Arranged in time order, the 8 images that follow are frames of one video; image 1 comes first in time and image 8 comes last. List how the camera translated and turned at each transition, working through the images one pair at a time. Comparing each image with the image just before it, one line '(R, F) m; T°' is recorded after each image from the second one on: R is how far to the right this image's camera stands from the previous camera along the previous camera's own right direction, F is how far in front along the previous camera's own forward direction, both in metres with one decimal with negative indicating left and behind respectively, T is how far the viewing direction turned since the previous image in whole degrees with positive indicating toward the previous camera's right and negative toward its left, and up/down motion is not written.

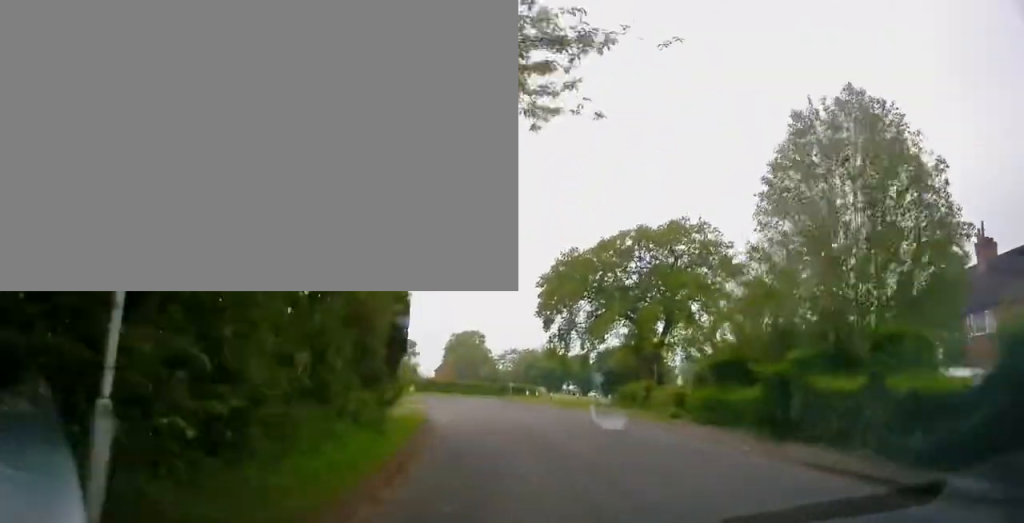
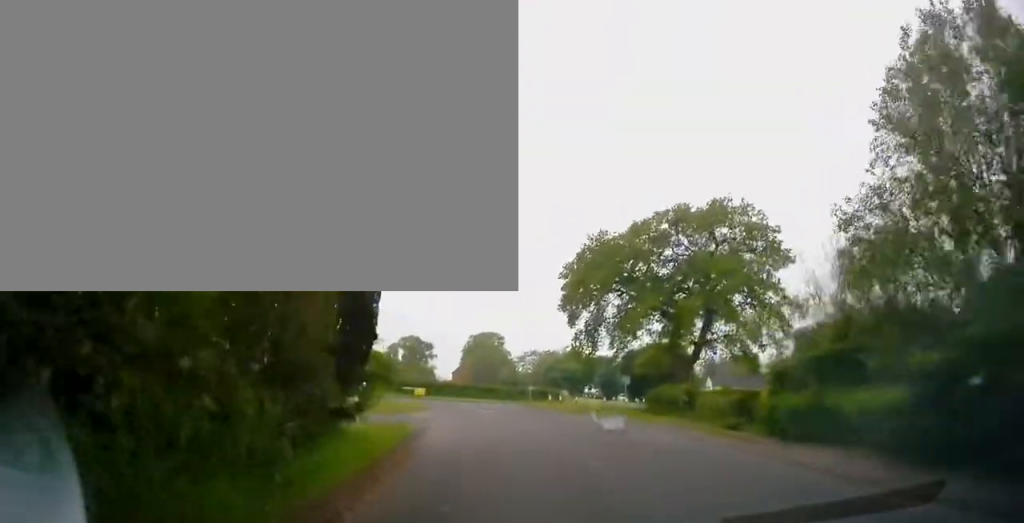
(-0.3, +5.5) m; -3°
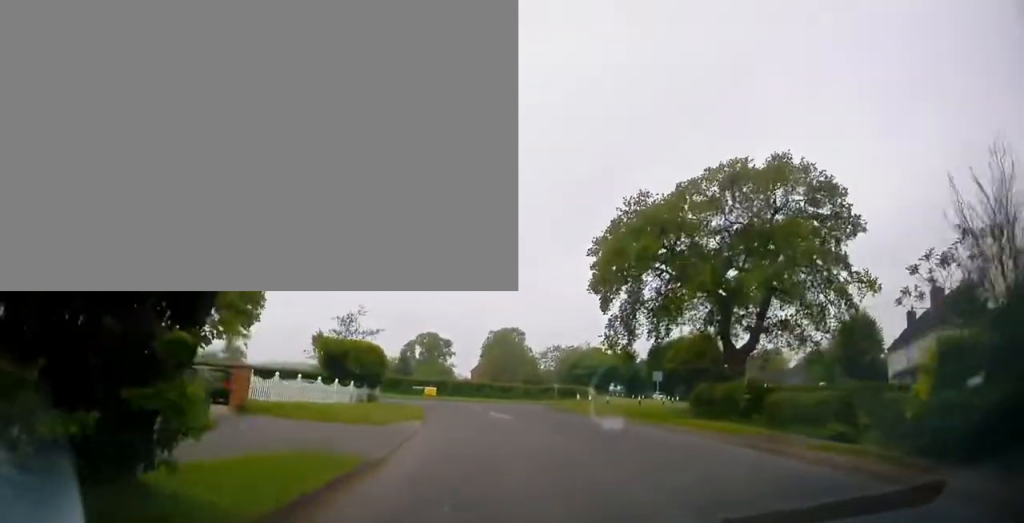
(-0.2, +6.8) m; -3°
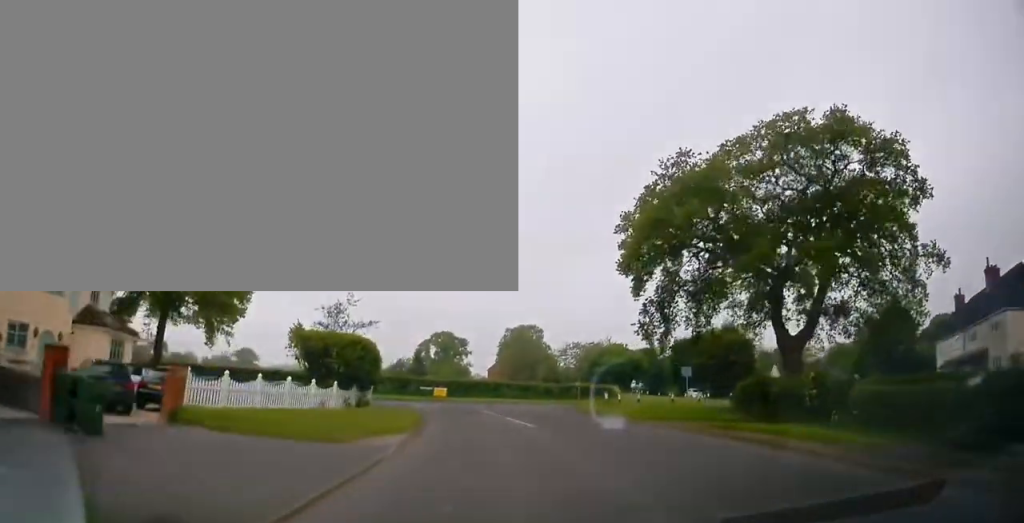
(0.0, +5.4) m; -2°
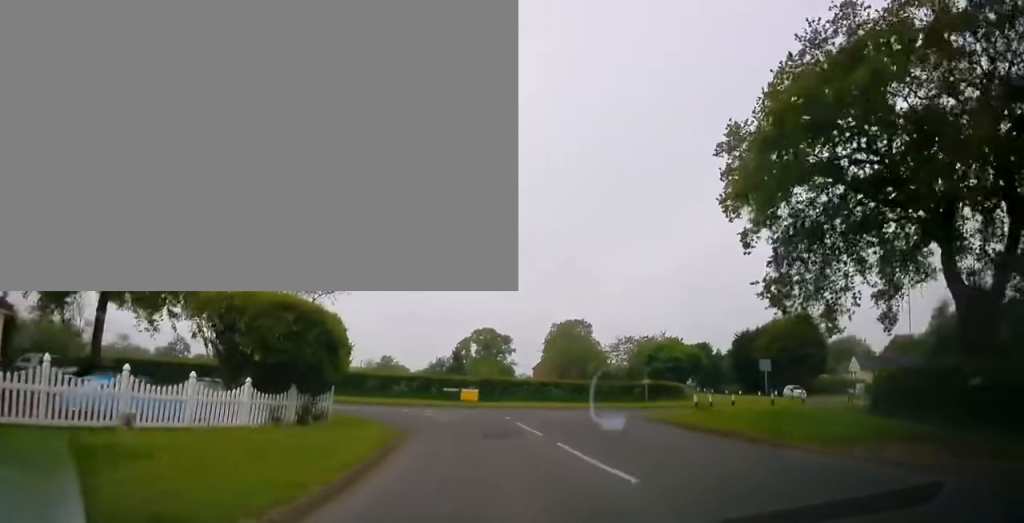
(-0.4, +11.0) m; -3°
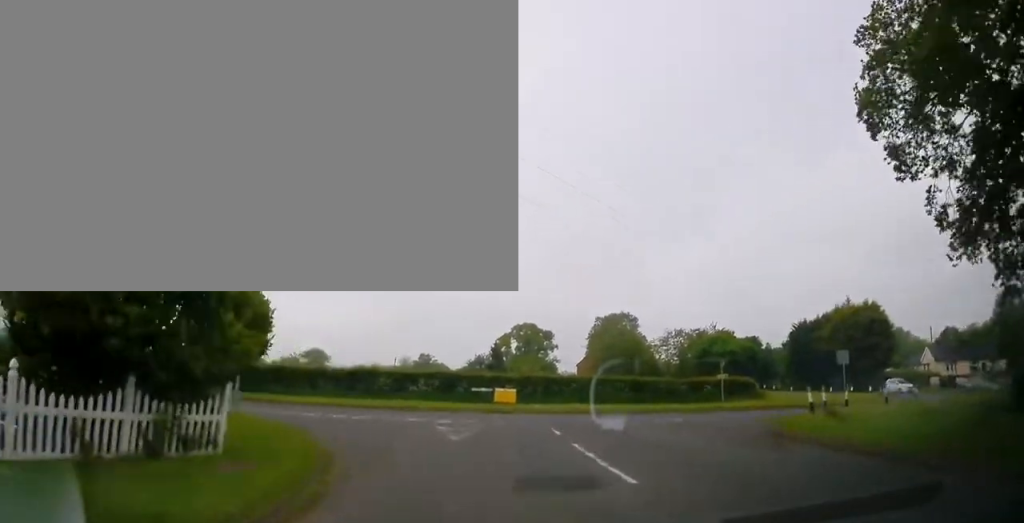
(-0.2, +8.1) m; -4°
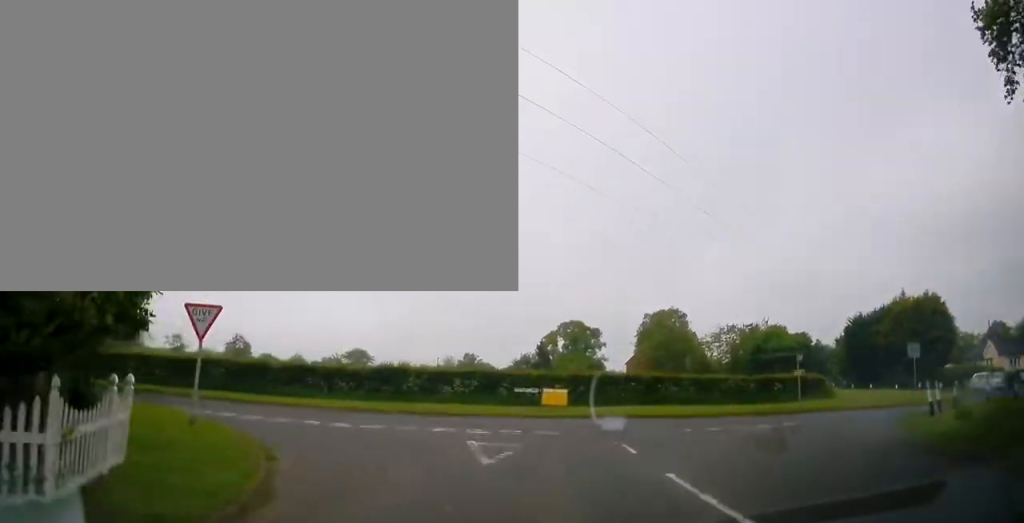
(-0.1, +4.6) m; -4°
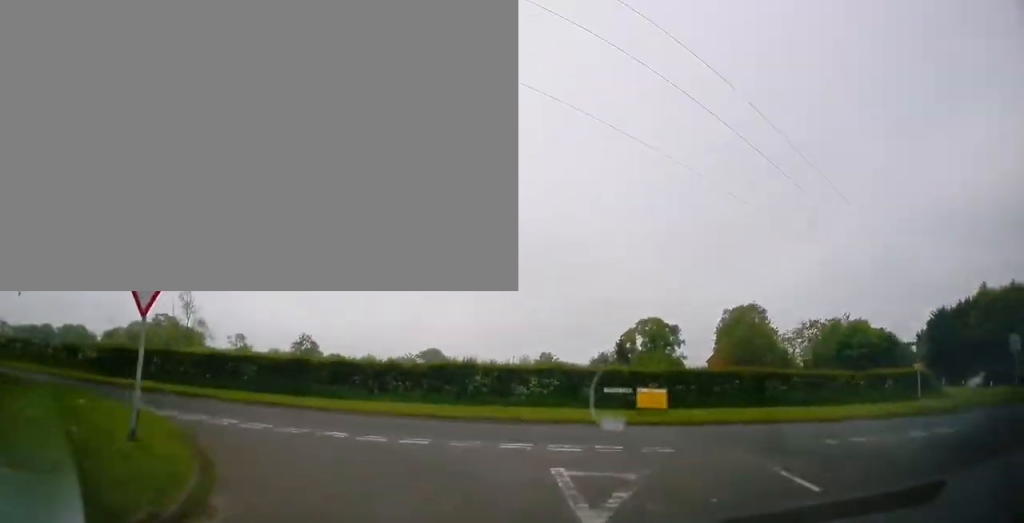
(-0.1, +4.7) m; -7°
